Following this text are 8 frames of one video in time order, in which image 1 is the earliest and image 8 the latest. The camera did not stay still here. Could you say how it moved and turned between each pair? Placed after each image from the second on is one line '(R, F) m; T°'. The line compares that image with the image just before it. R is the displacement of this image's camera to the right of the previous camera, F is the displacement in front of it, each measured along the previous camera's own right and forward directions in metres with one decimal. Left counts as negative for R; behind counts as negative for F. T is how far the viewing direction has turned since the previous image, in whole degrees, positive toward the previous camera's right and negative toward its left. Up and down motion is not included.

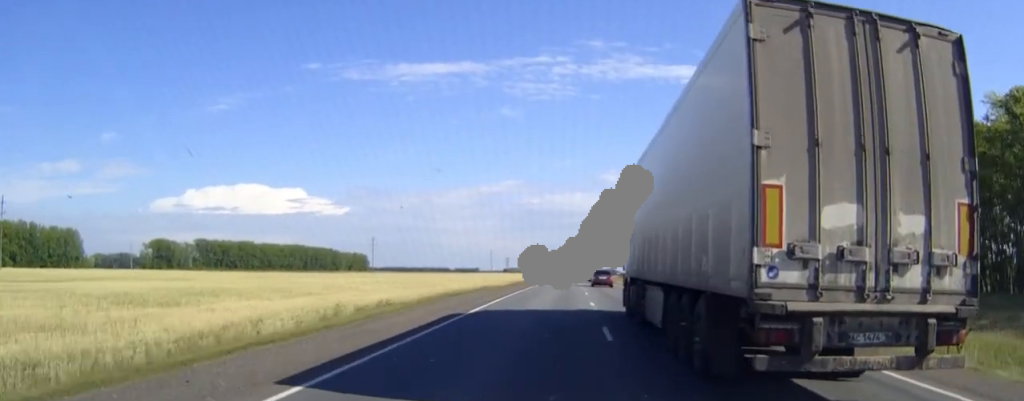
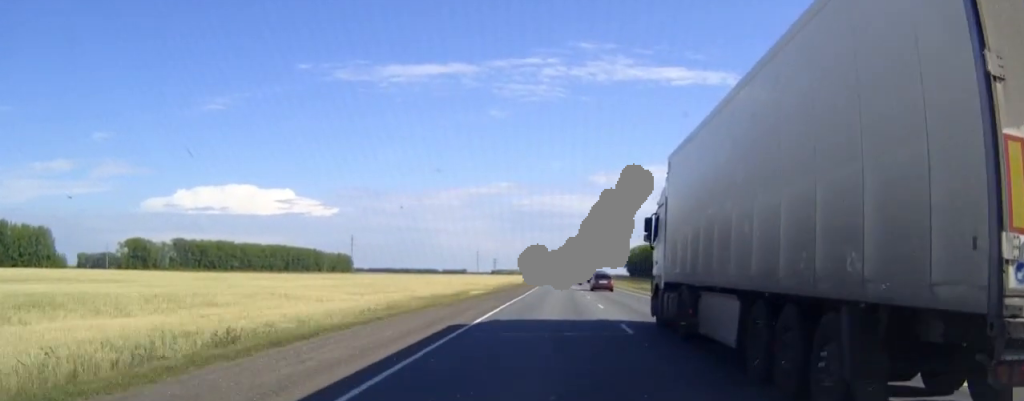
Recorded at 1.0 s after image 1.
(+0.1, +21.7) m; +1°
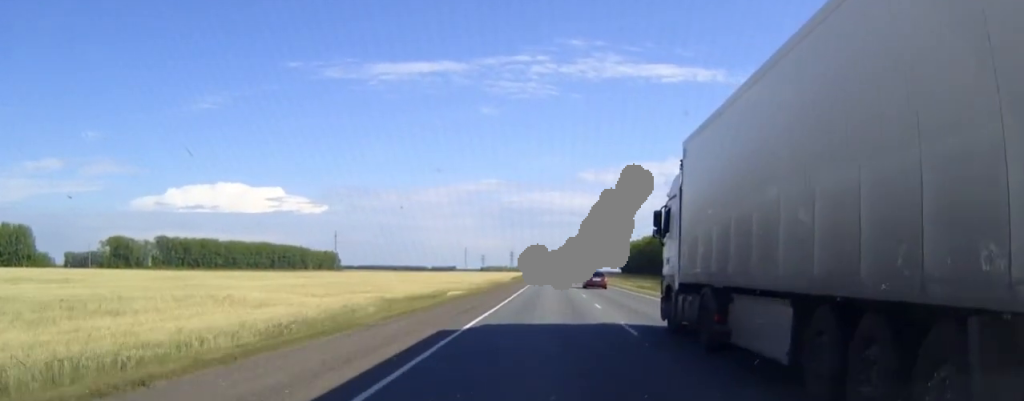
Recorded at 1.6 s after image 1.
(+0.1, +12.6) m; +1°
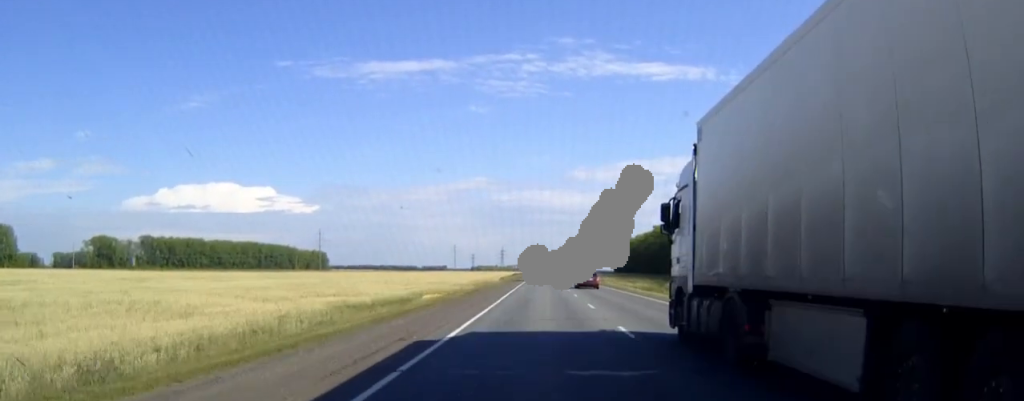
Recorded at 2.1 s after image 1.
(+0.1, +12.1) m; 0°
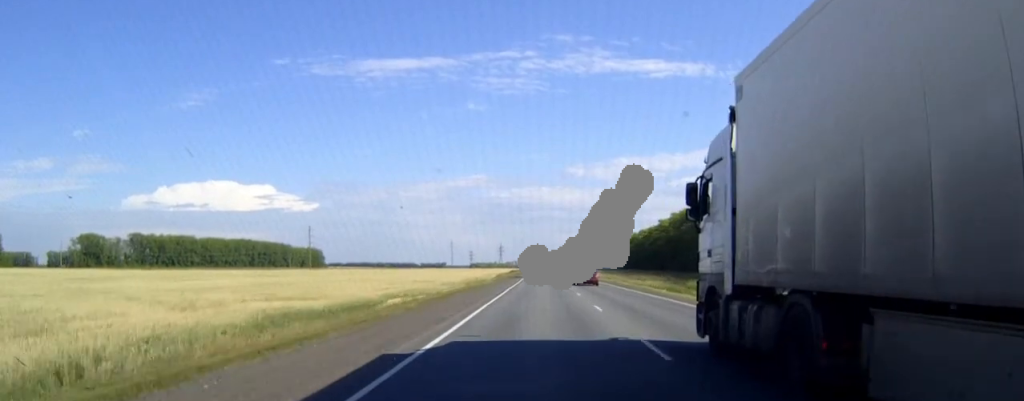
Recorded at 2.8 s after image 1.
(+0.1, +16.1) m; 0°
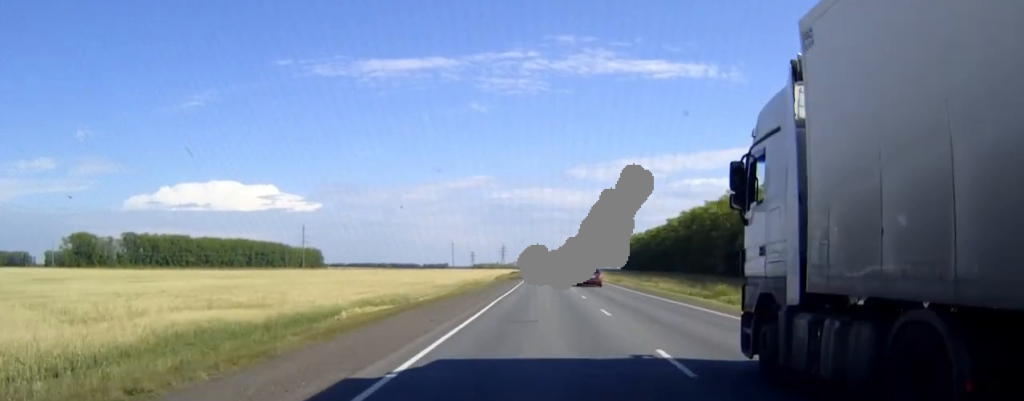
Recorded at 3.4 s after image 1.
(0.0, +13.4) m; 0°
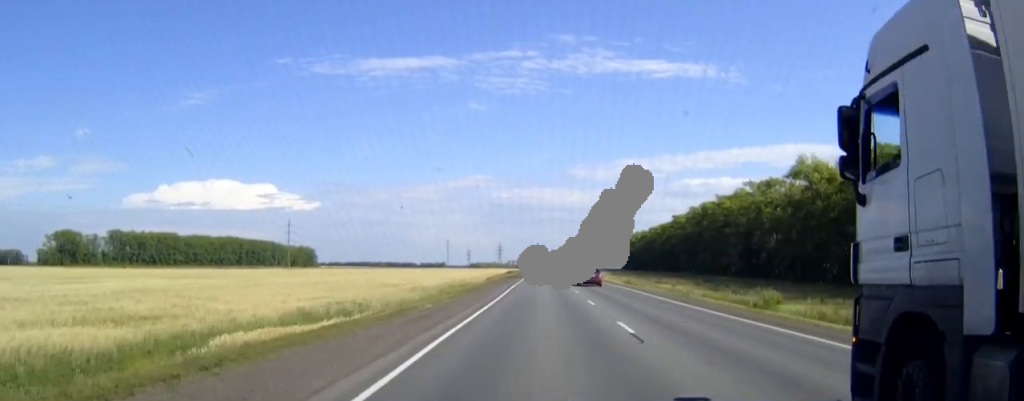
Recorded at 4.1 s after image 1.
(0.0, +17.6) m; 0°
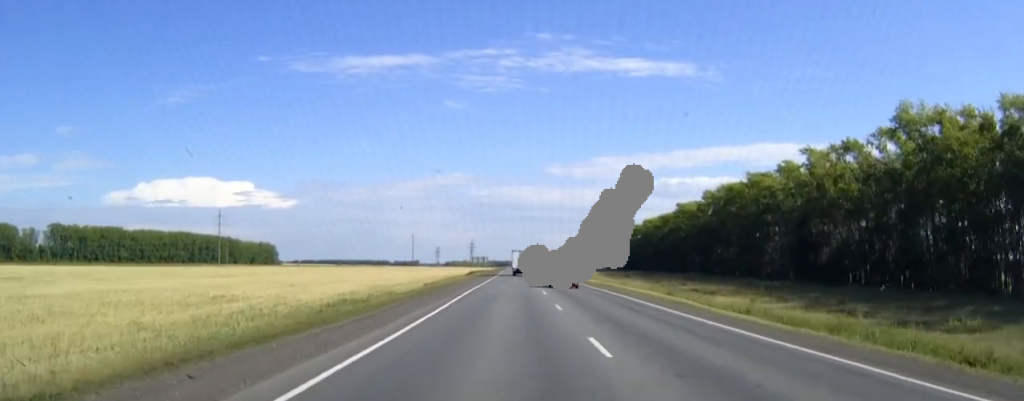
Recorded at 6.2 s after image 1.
(+0.4, +52.1) m; +1°
